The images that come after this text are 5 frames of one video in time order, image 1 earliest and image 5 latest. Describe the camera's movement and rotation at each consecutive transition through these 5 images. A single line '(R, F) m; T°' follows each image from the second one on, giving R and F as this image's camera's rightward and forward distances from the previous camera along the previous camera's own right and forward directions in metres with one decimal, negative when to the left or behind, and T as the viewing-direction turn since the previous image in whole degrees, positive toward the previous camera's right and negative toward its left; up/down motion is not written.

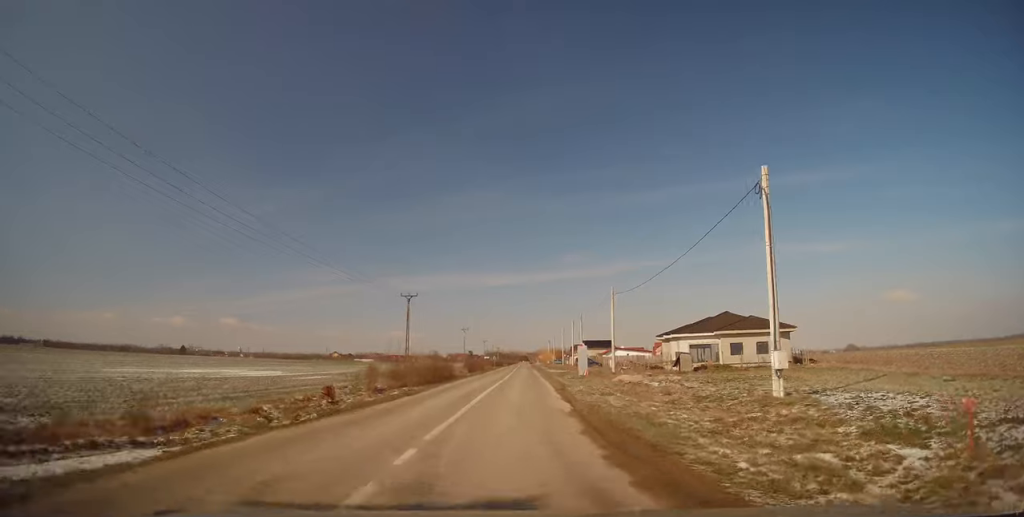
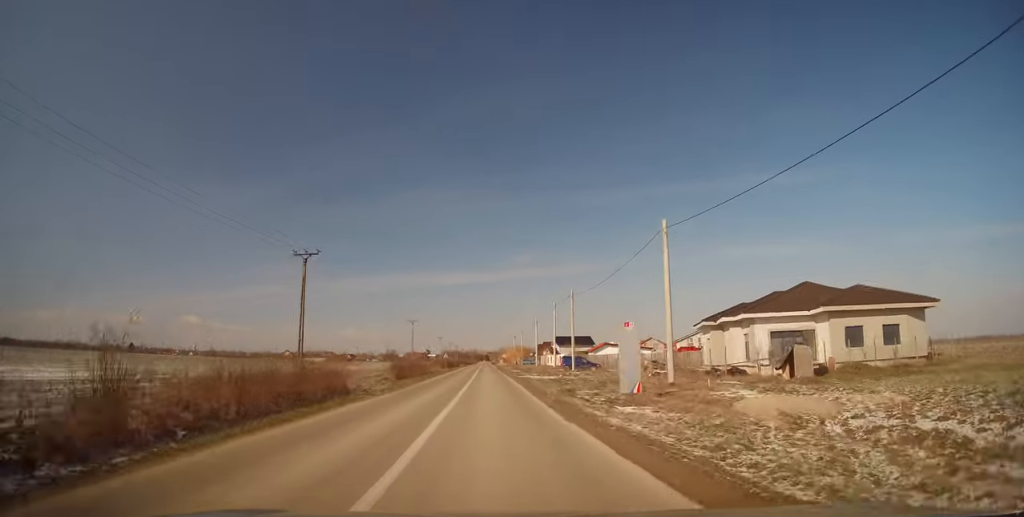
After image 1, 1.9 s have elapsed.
(+1.9, +26.2) m; +6°
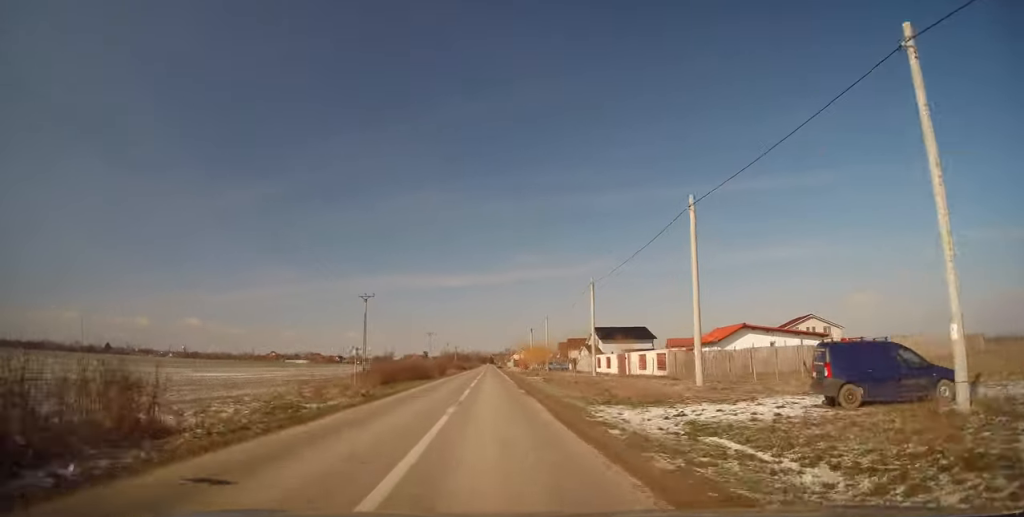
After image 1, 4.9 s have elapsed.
(+0.6, +46.7) m; +1°
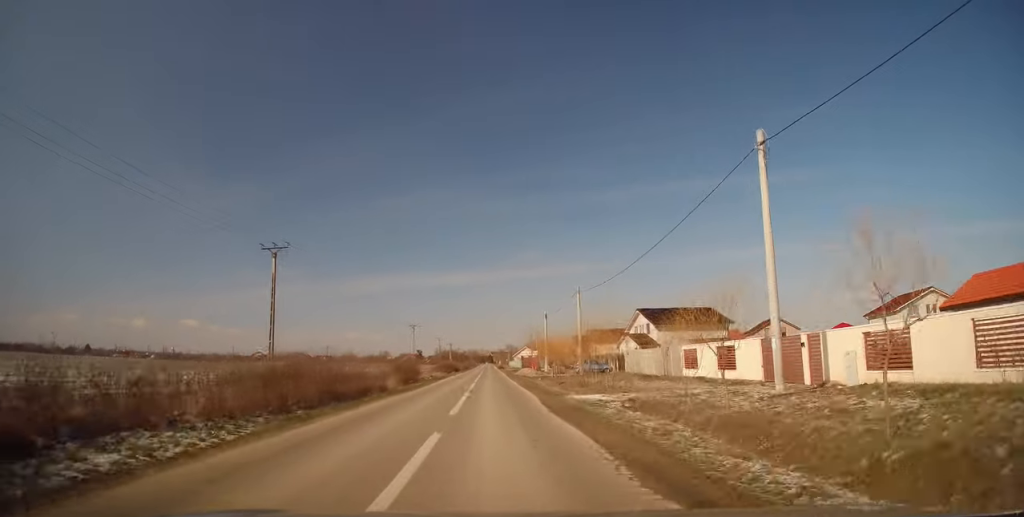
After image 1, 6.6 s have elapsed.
(-0.5, +29.3) m; -1°
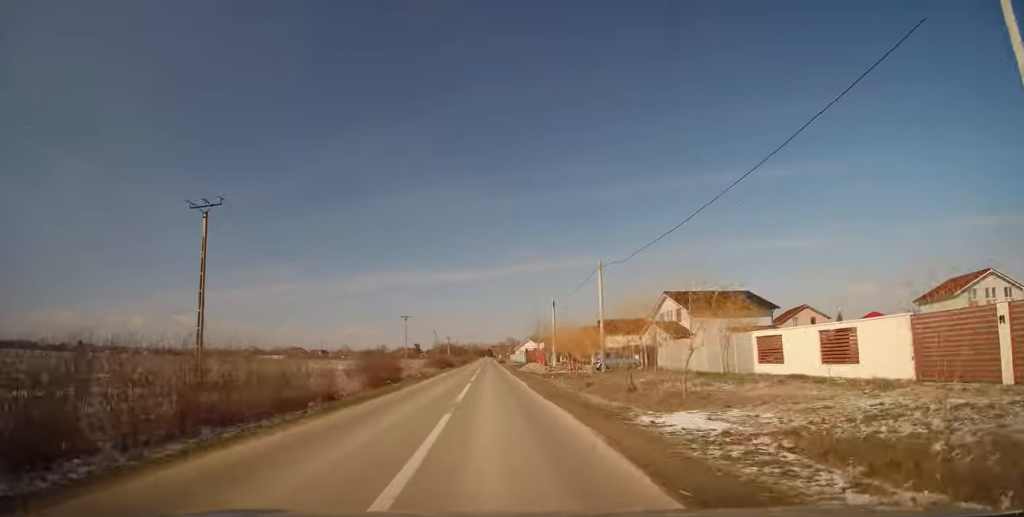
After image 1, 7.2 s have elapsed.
(0.0, +10.0) m; 0°
